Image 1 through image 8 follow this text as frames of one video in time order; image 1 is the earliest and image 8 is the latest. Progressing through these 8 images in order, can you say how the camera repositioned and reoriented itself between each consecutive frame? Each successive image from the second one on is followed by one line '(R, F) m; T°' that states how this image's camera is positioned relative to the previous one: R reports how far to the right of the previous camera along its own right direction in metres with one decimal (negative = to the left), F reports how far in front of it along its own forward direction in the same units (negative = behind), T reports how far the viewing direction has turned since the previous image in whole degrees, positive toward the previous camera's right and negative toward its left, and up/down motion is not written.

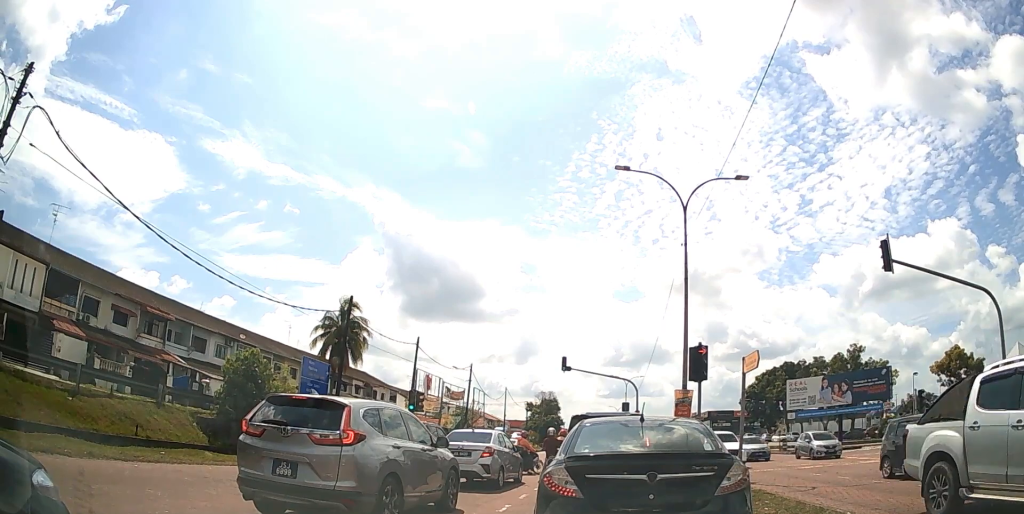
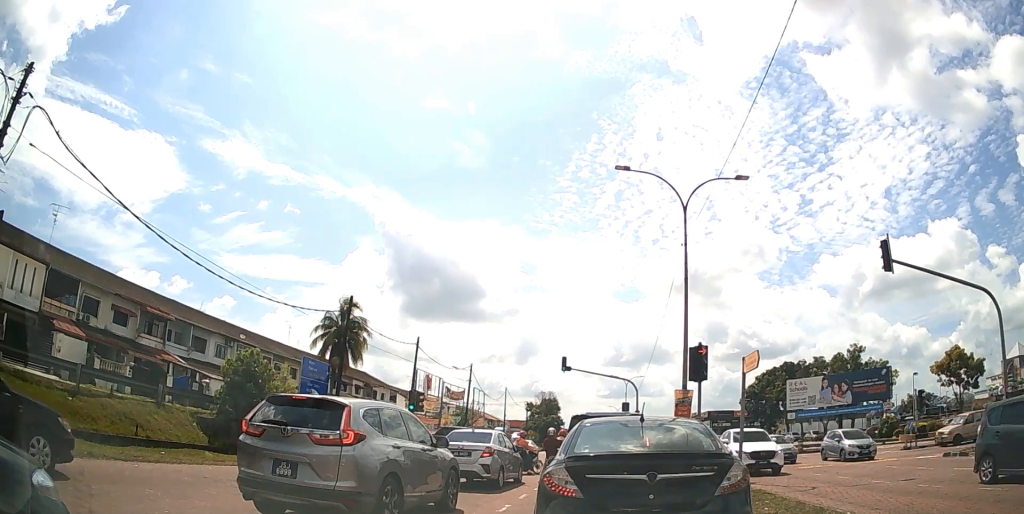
(0.0, 0.0) m; 0°
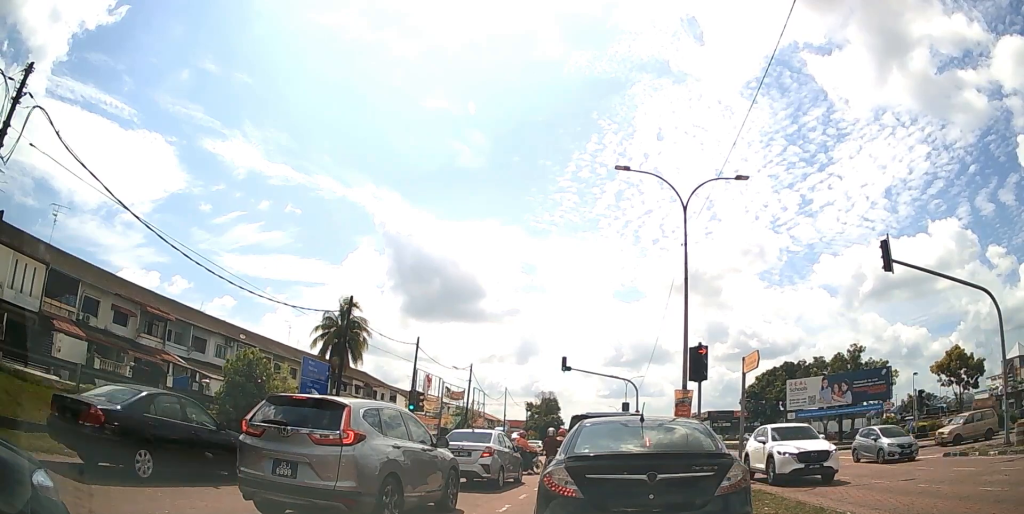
(0.0, 0.0) m; 0°
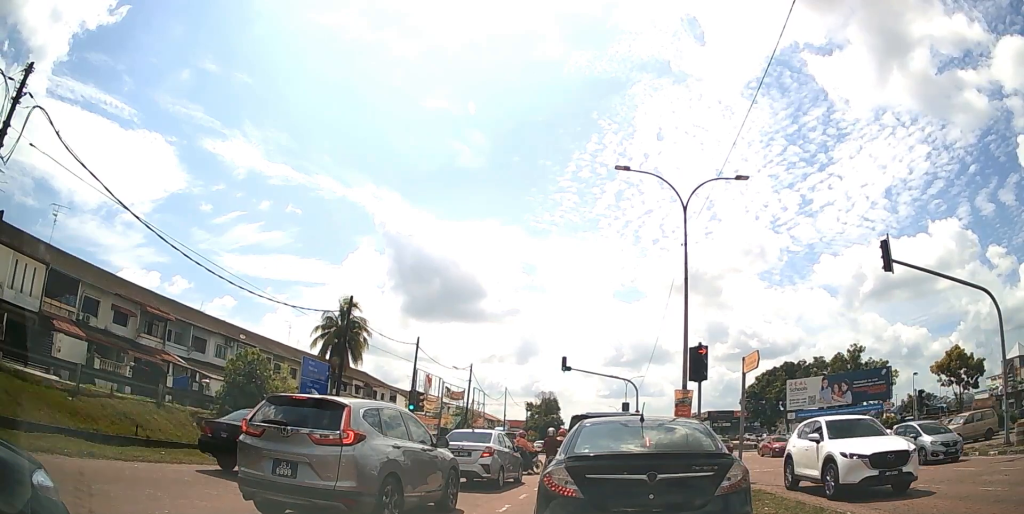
(0.0, 0.0) m; 0°
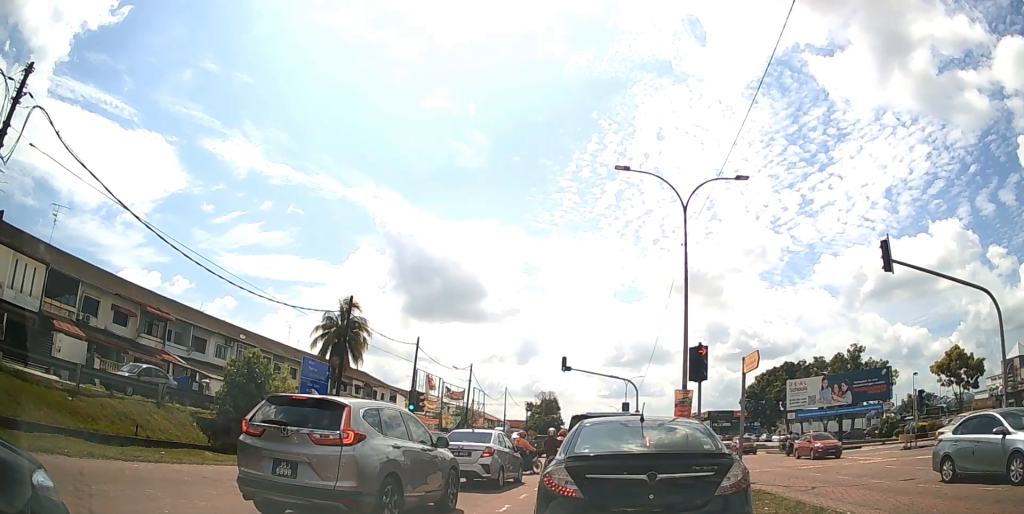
(0.0, 0.0) m; 0°
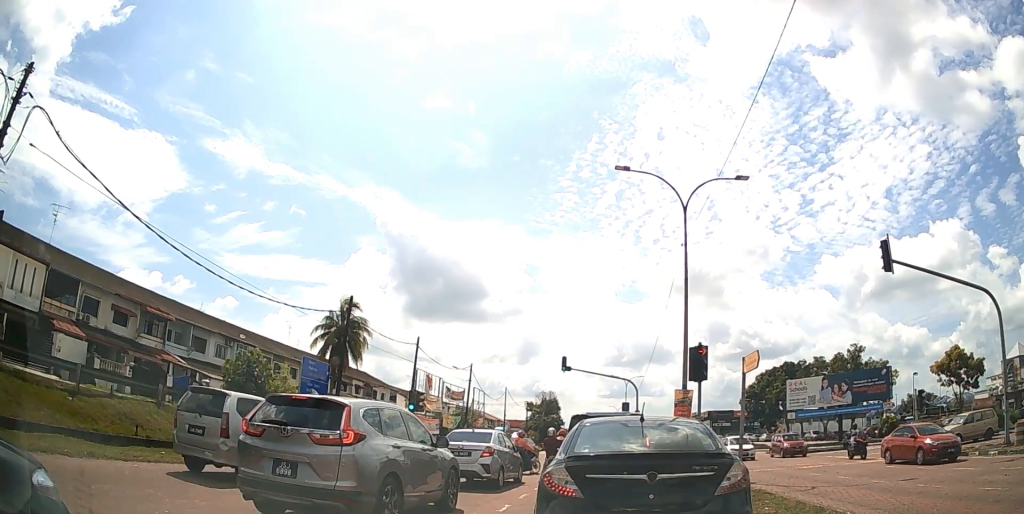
(0.0, 0.0) m; 0°
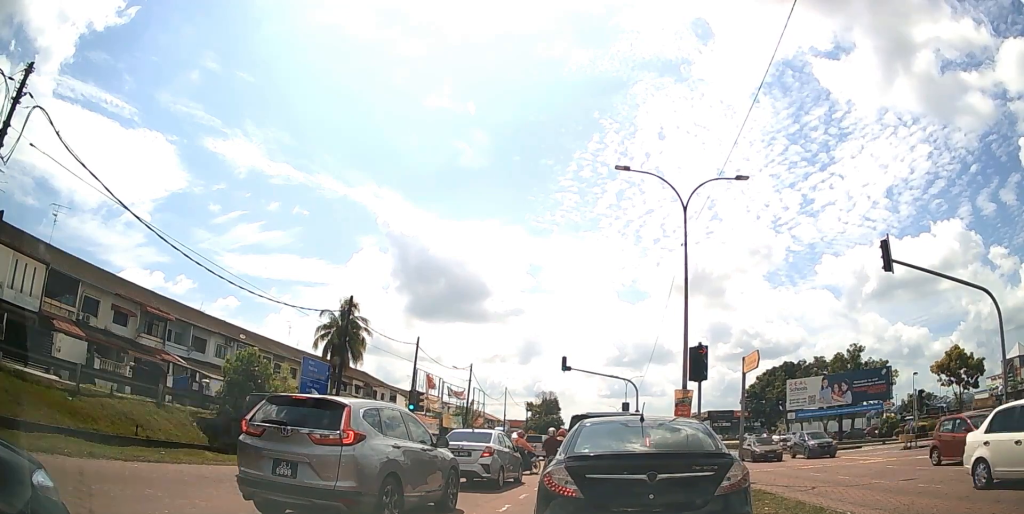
(0.0, 0.0) m; 0°
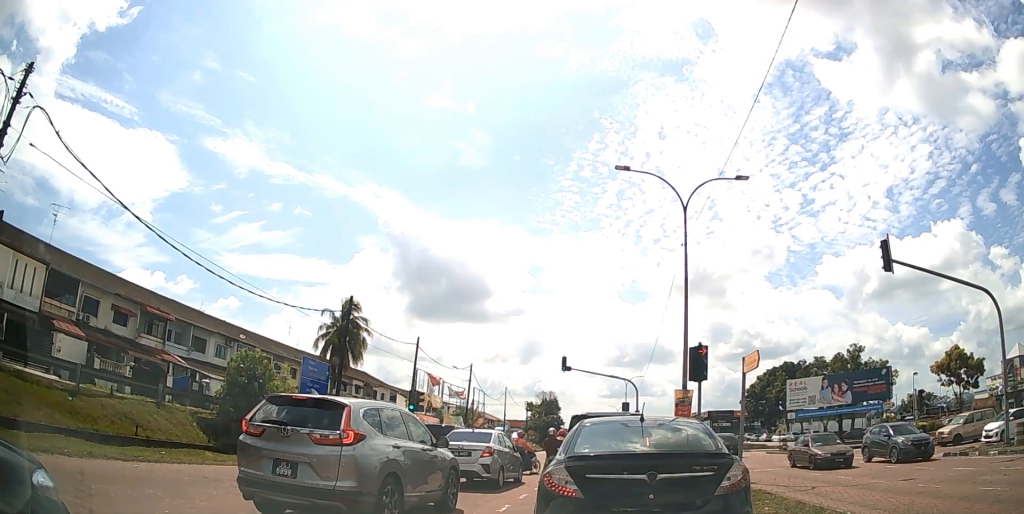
(0.0, 0.0) m; 0°
